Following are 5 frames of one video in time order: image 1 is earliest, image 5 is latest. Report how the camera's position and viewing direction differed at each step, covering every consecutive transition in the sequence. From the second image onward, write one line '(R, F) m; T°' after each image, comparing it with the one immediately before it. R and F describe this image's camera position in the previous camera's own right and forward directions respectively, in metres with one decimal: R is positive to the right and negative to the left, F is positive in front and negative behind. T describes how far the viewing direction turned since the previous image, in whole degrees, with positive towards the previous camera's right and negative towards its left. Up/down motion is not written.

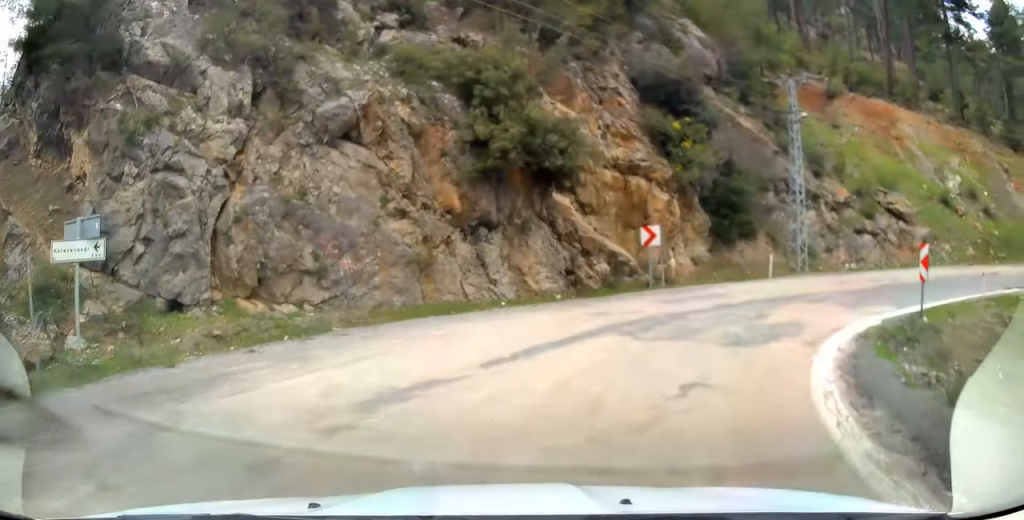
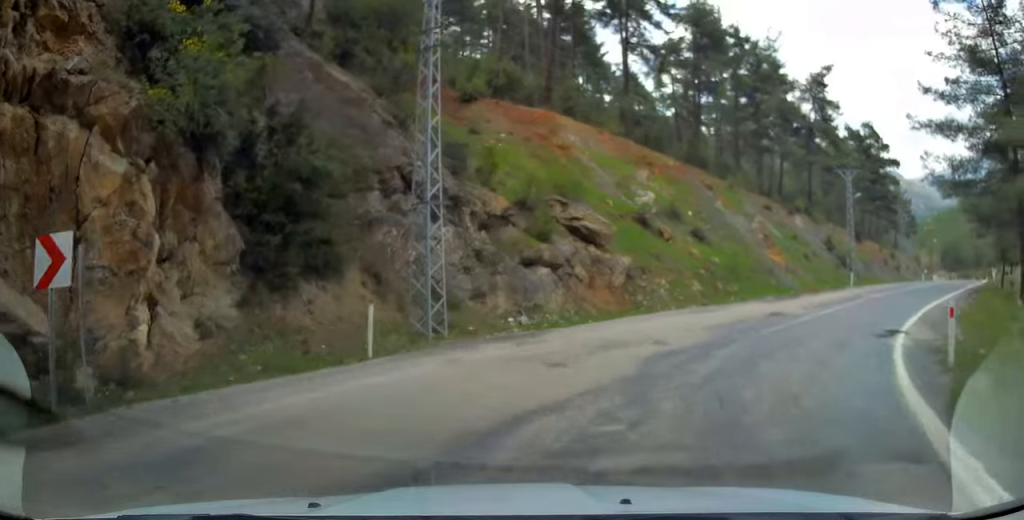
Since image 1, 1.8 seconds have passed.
(+4.5, +12.1) m; +46°
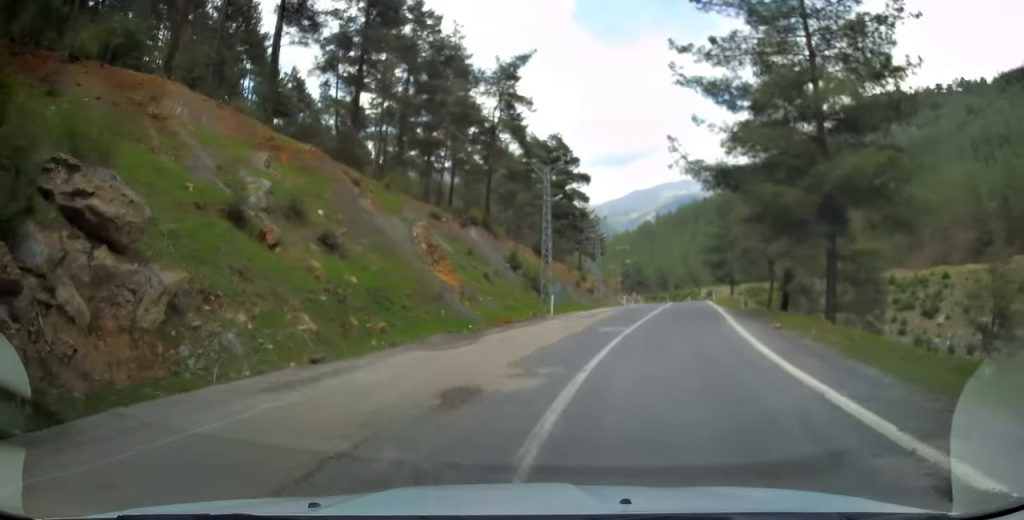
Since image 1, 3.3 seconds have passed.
(+3.7, +11.2) m; +25°
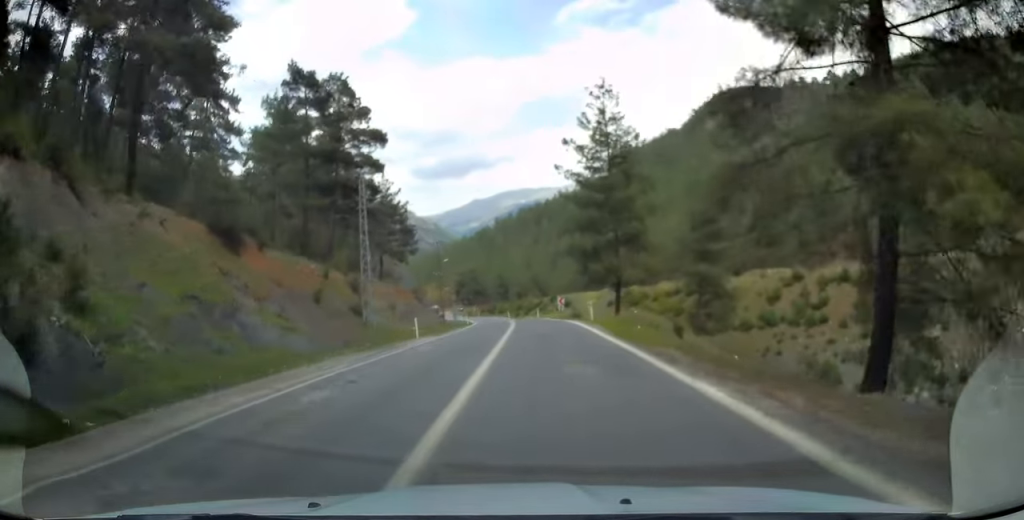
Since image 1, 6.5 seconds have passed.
(+4.0, +32.0) m; +9°
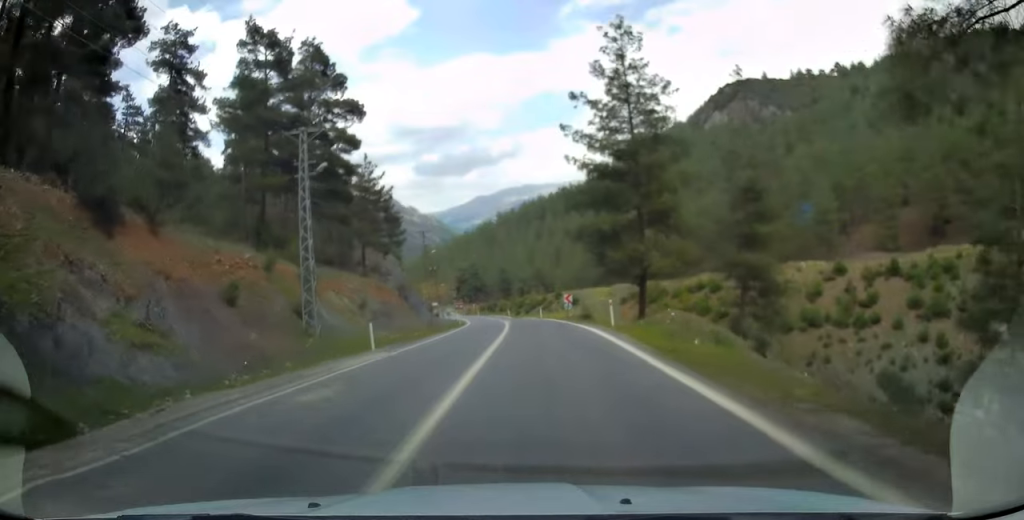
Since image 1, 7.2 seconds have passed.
(0.0, +9.3) m; 0°
